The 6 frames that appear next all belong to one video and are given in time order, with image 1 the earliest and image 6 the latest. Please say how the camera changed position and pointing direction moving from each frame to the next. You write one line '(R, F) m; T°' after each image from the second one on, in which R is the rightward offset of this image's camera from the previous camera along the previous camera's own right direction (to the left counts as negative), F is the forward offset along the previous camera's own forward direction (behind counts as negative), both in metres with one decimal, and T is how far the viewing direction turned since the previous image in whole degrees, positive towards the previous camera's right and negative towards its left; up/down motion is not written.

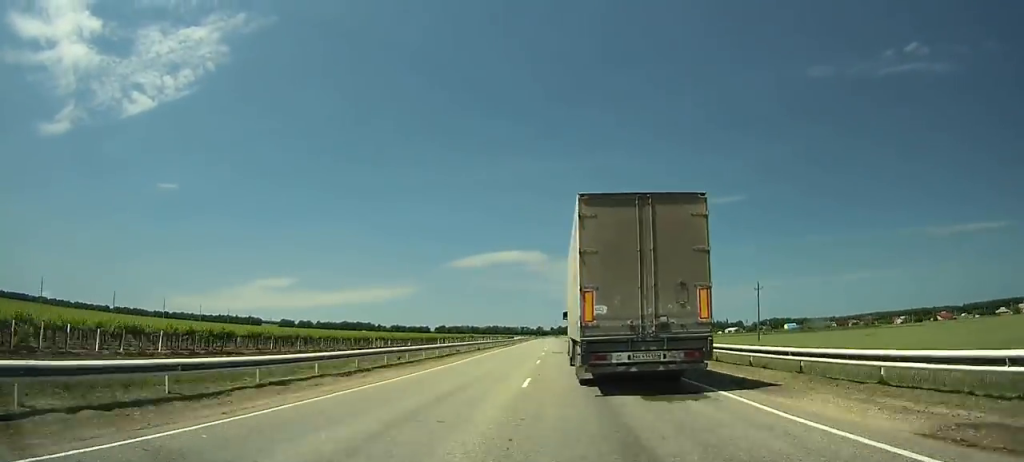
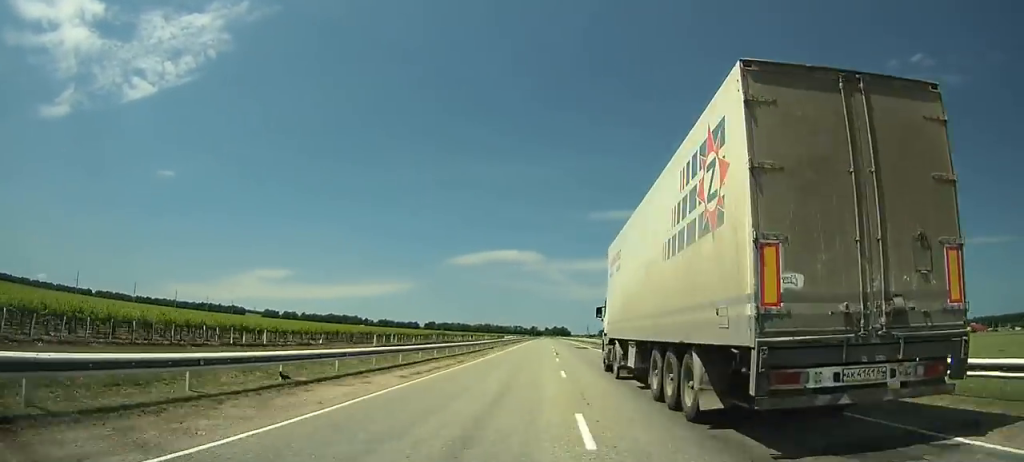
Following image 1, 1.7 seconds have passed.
(-0.1, +42.1) m; 0°
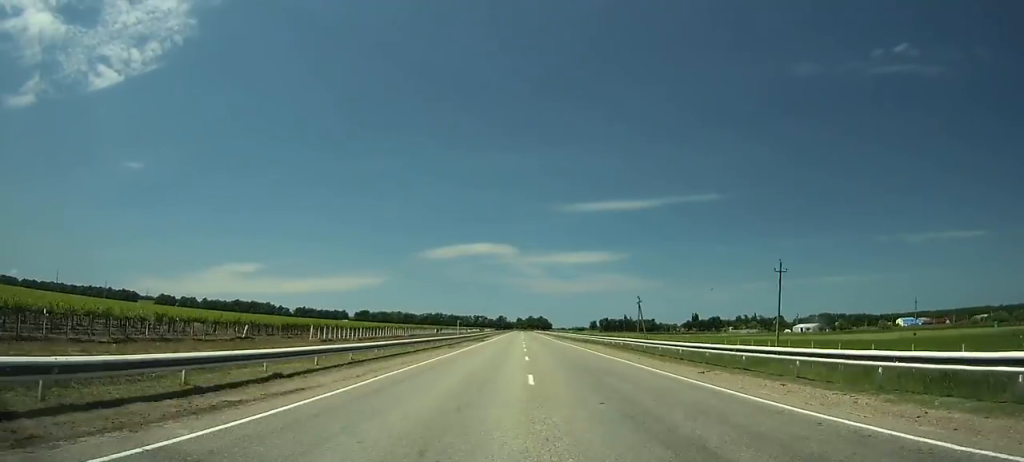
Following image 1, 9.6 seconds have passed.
(+2.7, +222.3) m; +1°
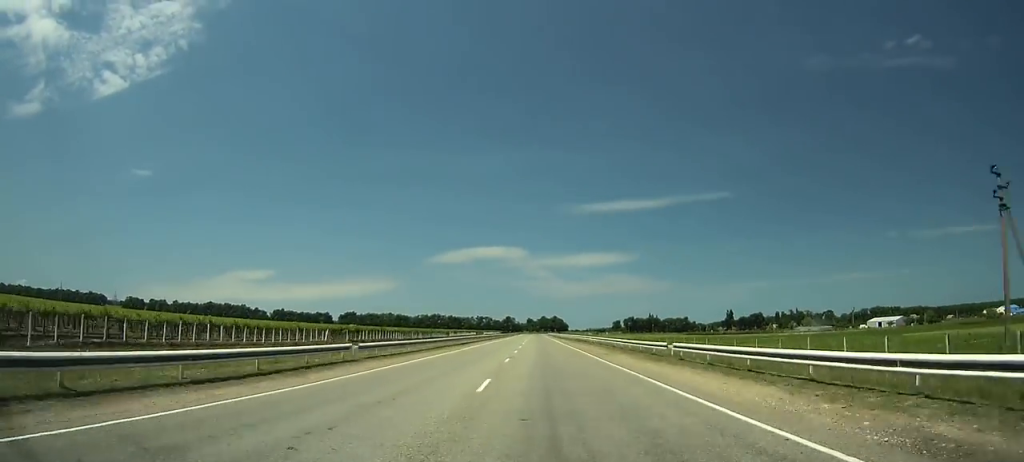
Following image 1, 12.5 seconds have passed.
(+0.2, +89.7) m; 0°
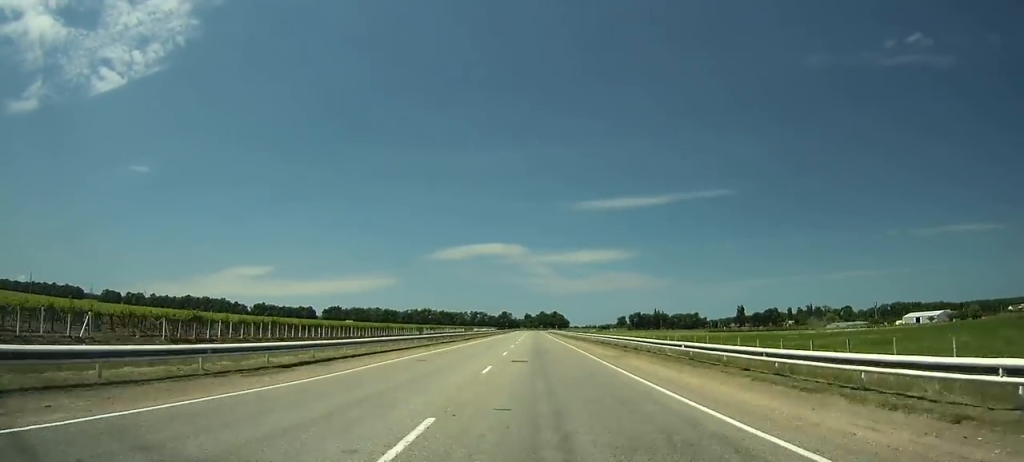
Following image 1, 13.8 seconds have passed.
(0.0, +40.3) m; 0°
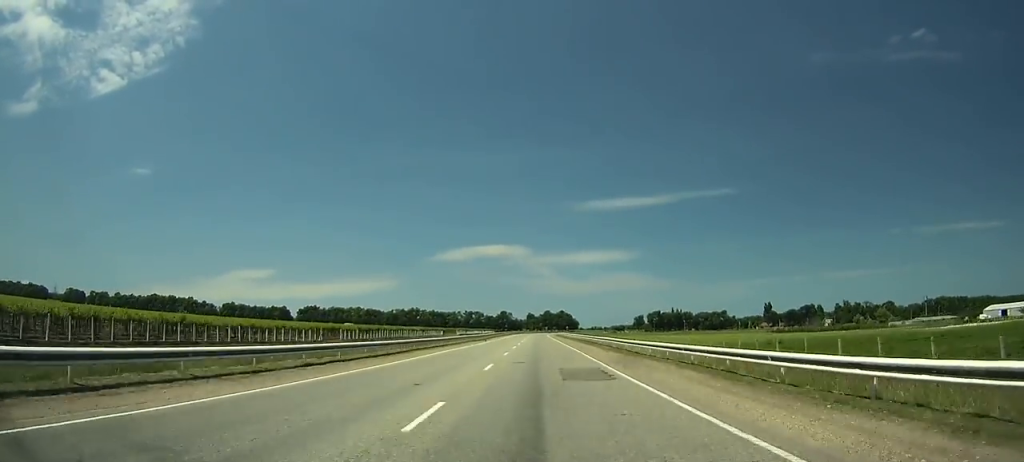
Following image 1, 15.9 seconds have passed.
(0.0, +65.2) m; 0°
